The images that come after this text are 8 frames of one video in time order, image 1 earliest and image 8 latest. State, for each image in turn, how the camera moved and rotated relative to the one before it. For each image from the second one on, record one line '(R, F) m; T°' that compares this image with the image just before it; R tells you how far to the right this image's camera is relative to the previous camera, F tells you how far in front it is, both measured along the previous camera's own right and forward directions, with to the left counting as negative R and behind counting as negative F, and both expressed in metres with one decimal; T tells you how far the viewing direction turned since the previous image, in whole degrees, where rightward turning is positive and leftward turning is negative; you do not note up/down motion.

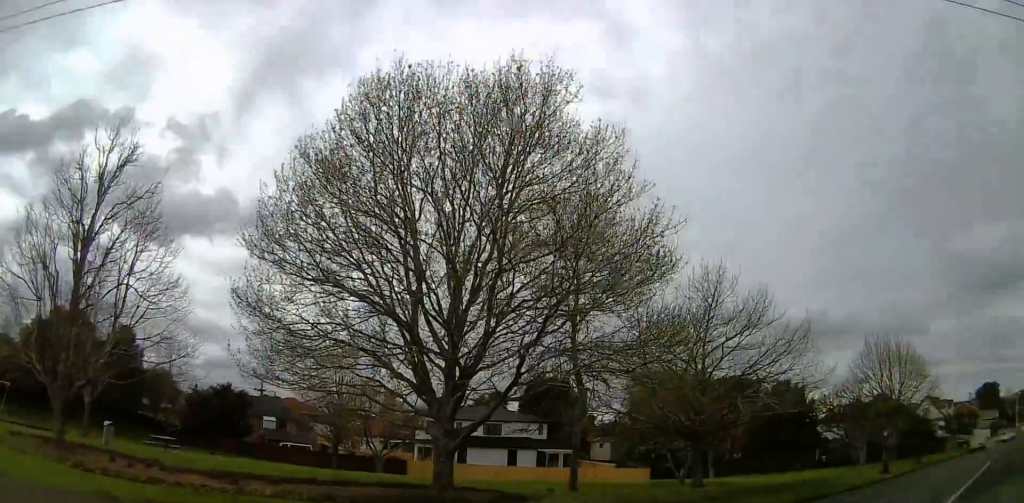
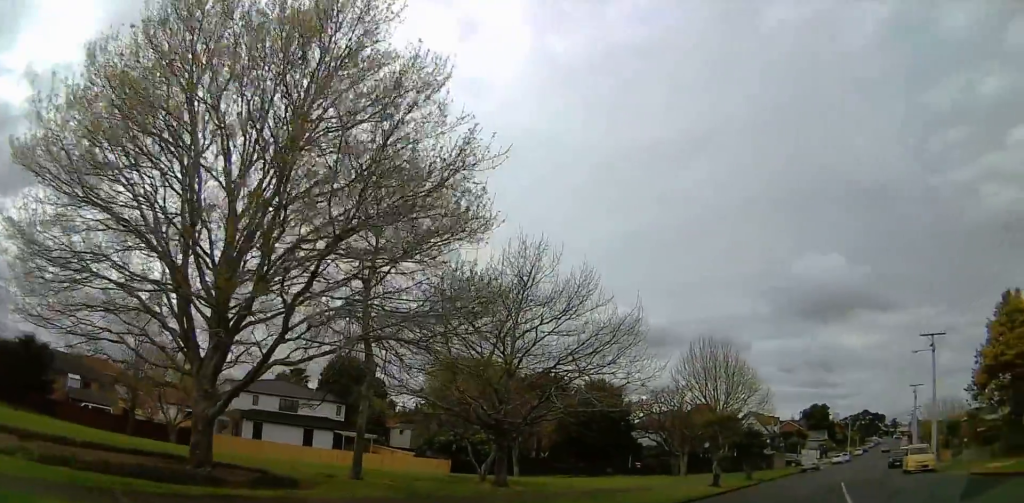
(+0.4, +3.2) m; +25°
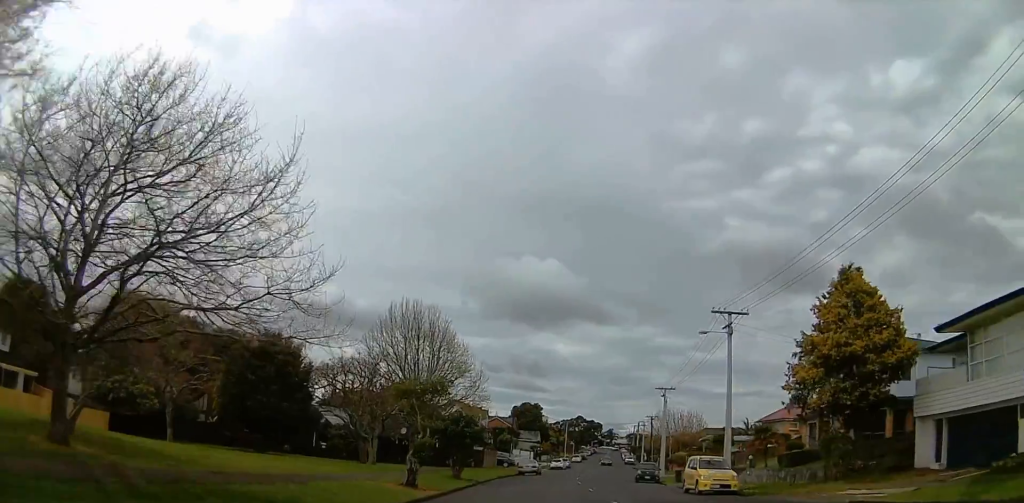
(+2.9, +10.0) m; +15°
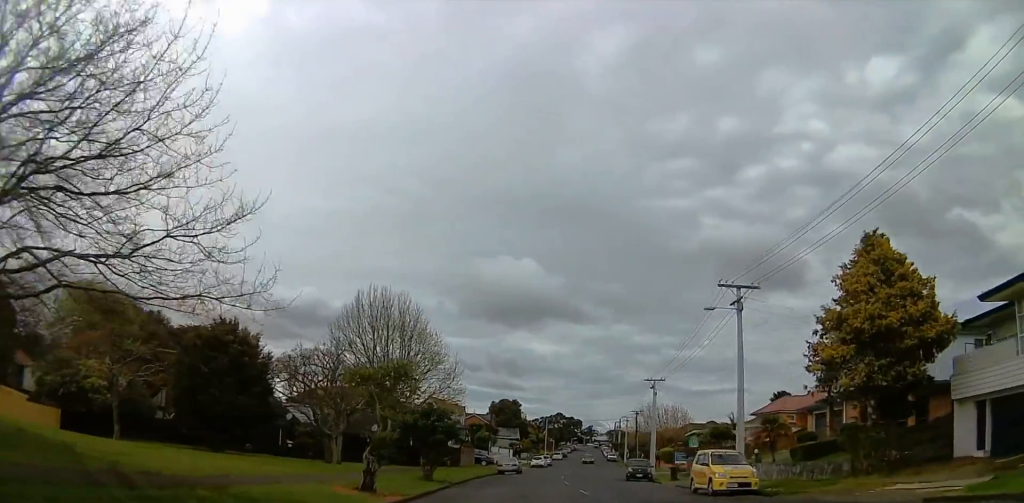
(0.0, +3.9) m; 0°
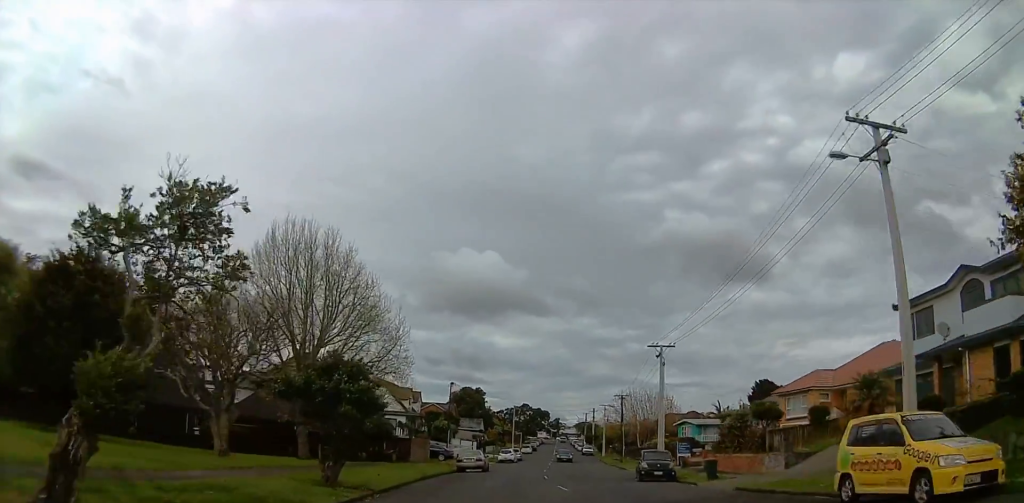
(+0.9, +12.0) m; +11°
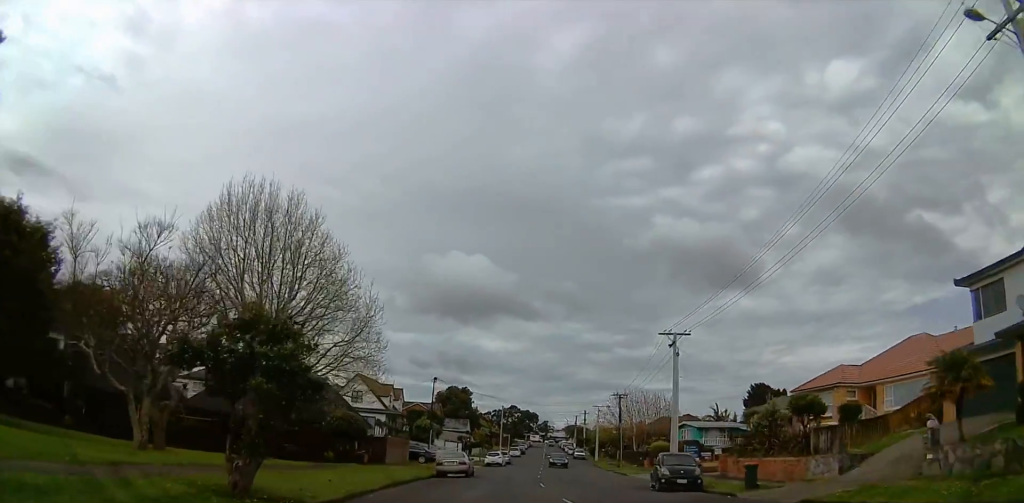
(+0.3, +5.2) m; +4°
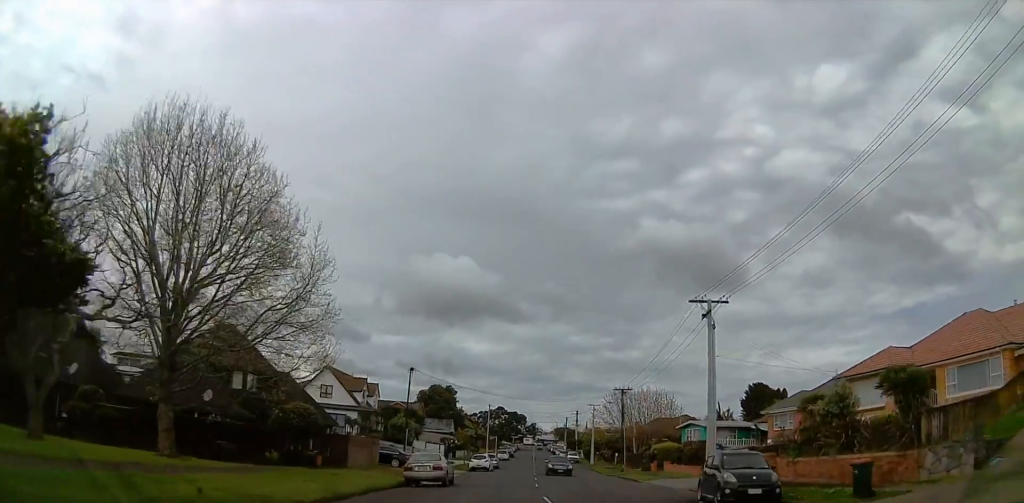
(+0.1, +7.6) m; -2°
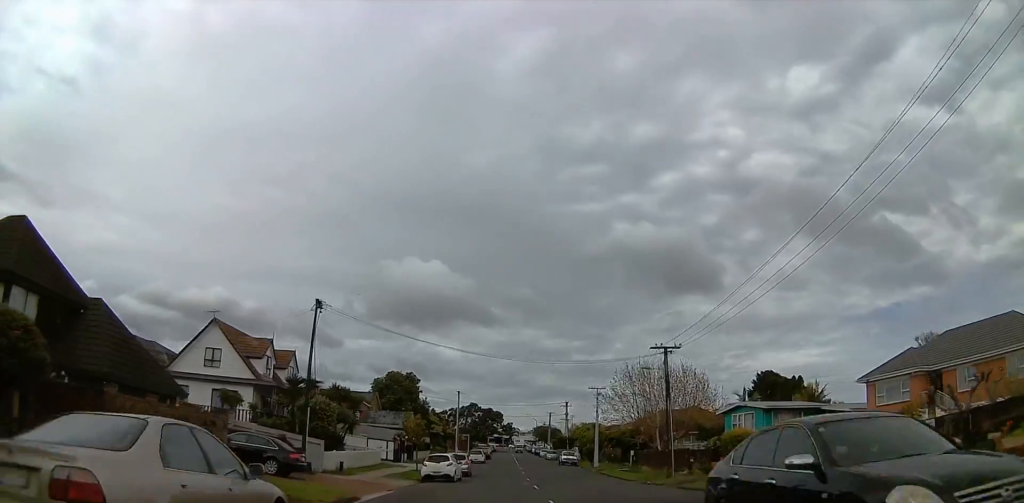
(-0.3, +22.0) m; +2°
